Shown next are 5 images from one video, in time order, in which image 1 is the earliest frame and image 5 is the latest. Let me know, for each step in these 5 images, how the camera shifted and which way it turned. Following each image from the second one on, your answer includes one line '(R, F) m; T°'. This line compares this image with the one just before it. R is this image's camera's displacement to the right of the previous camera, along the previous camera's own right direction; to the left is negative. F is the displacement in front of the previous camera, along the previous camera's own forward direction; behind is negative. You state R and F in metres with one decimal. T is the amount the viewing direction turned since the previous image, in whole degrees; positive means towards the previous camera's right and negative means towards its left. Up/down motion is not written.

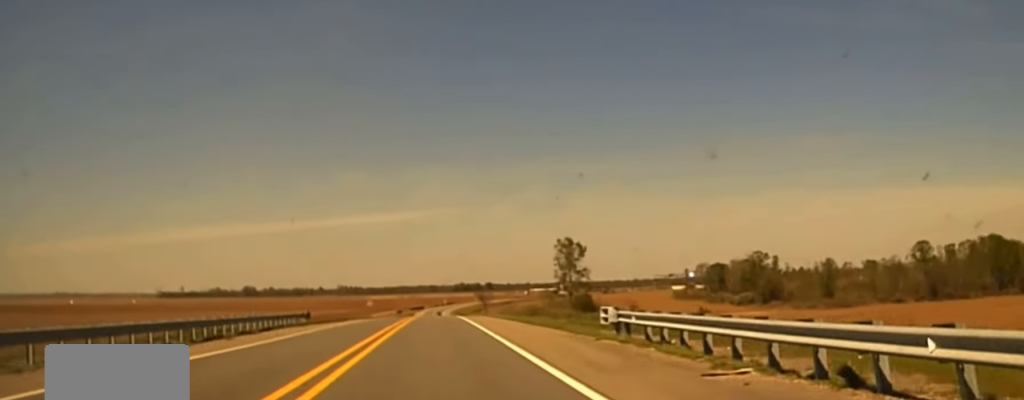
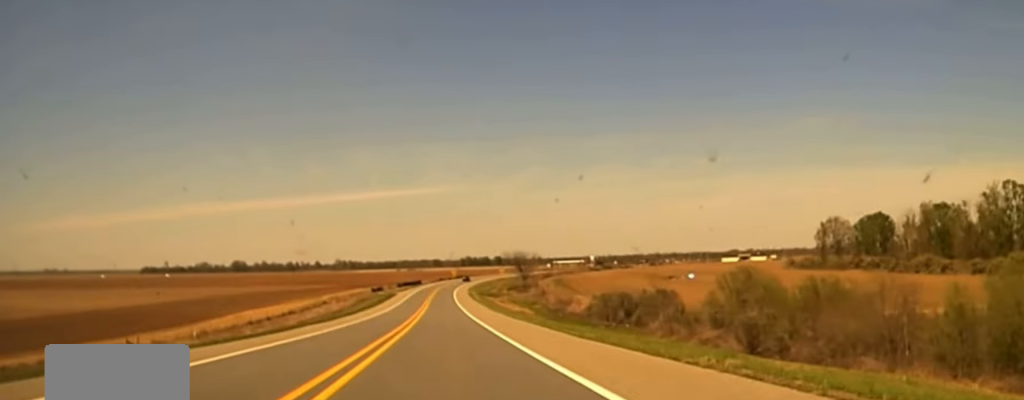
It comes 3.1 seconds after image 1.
(-1.0, +170.4) m; -1°
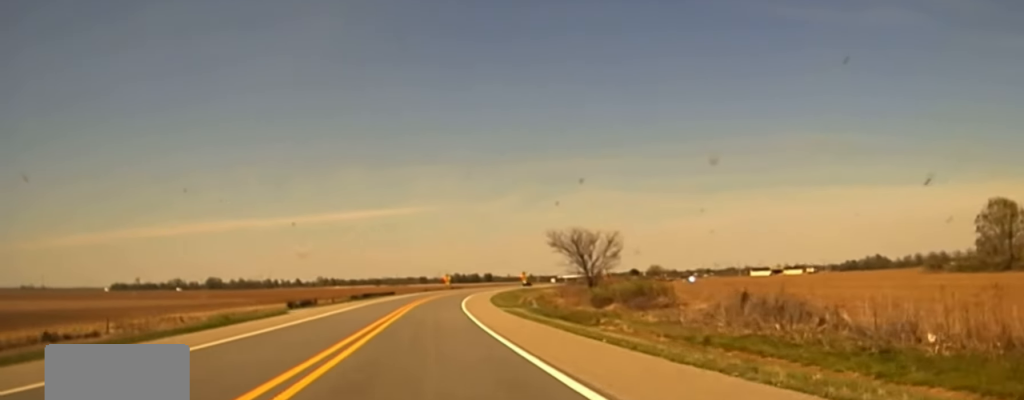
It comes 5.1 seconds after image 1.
(+1.3, +106.7) m; +1°
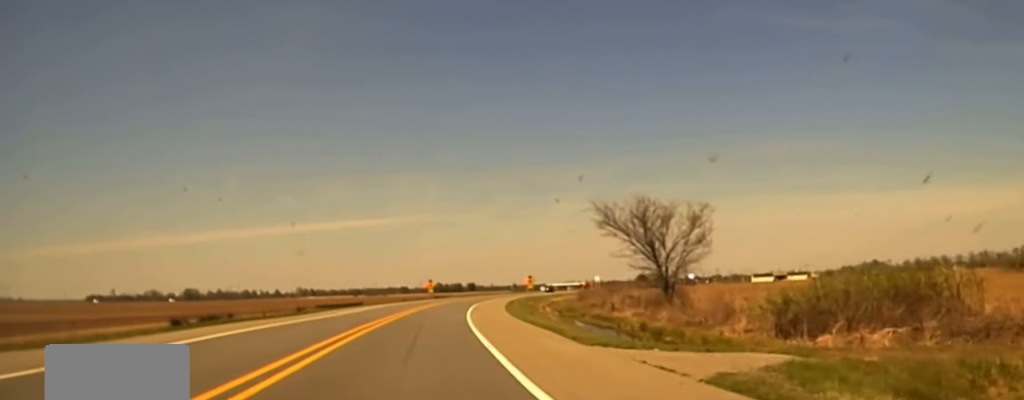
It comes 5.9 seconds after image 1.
(+0.1, +48.6) m; +1°
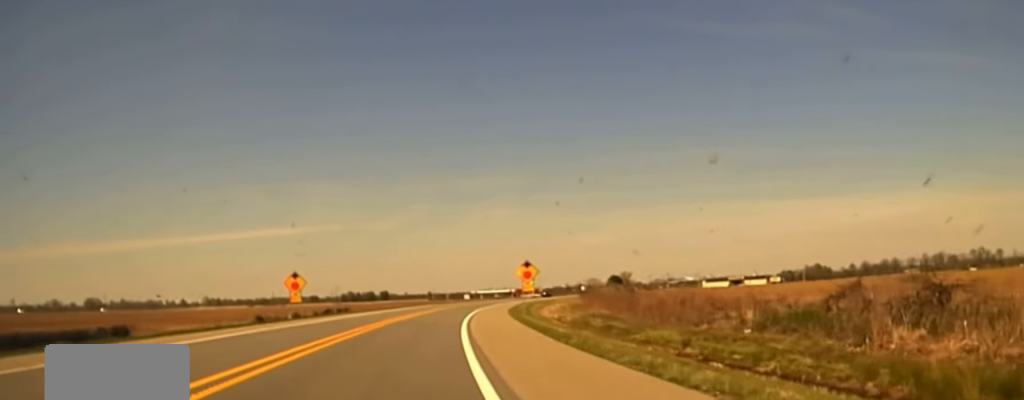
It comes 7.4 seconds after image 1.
(+2.8, +89.7) m; +4°
